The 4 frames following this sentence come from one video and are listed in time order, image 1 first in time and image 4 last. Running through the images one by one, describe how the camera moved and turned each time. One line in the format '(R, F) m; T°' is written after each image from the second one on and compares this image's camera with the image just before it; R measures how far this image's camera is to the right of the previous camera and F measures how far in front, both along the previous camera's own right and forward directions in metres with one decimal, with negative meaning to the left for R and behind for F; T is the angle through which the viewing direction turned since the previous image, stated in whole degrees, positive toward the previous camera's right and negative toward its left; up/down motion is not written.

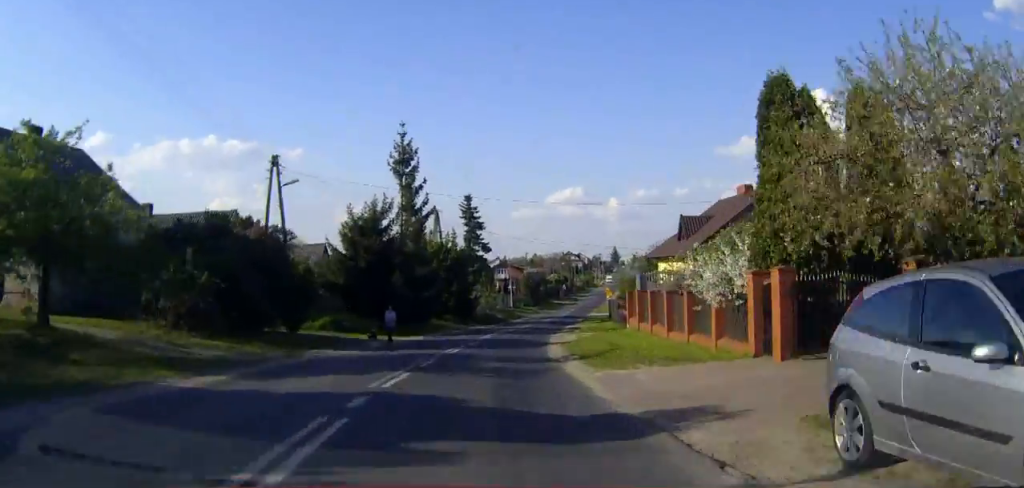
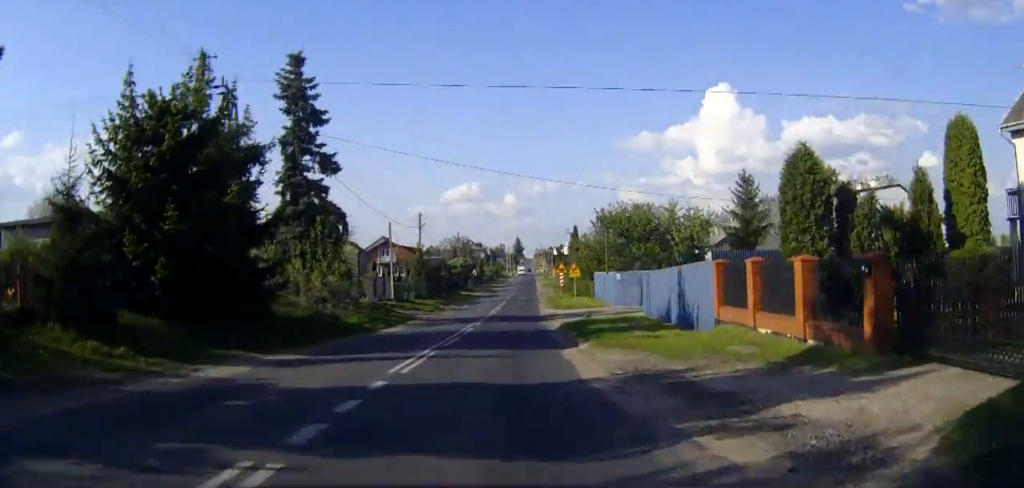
(+2.4, +43.8) m; +7°
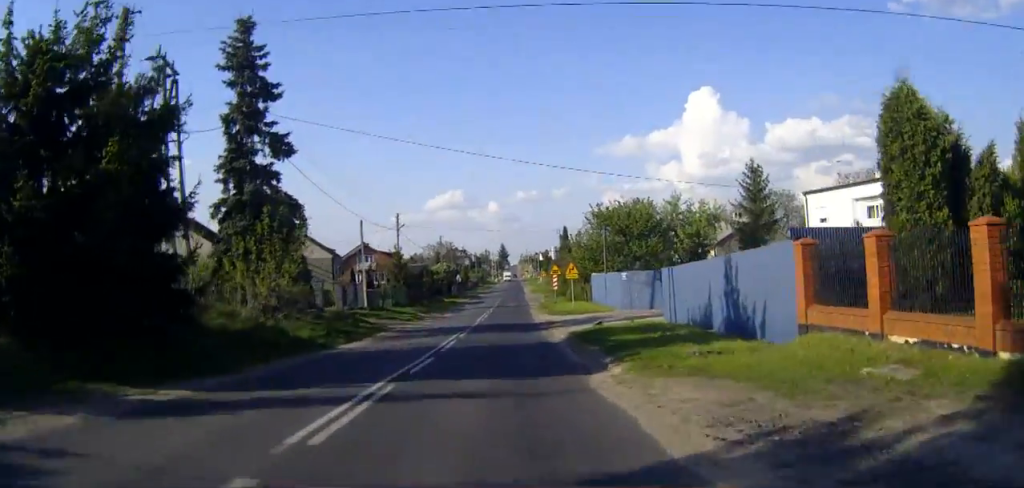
(+0.1, +6.2) m; +1°
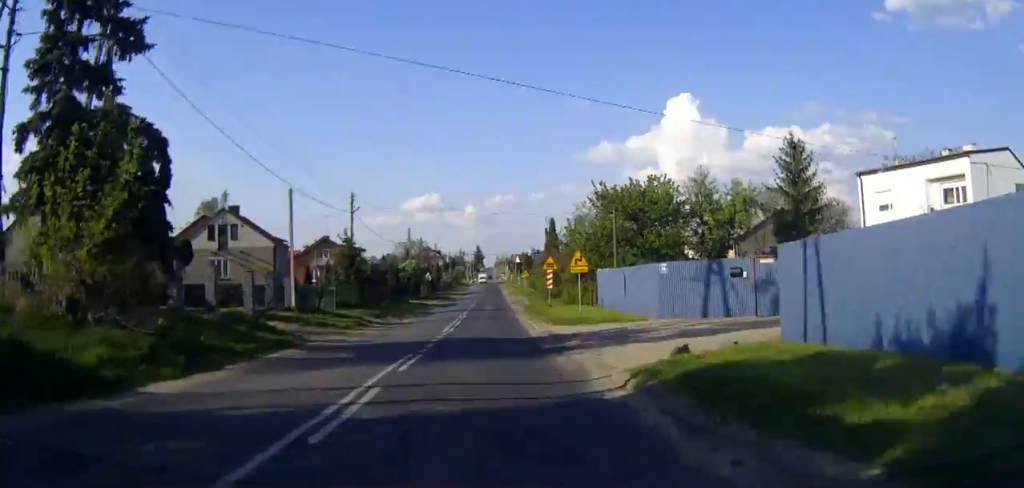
(+0.2, +12.8) m; +2°
